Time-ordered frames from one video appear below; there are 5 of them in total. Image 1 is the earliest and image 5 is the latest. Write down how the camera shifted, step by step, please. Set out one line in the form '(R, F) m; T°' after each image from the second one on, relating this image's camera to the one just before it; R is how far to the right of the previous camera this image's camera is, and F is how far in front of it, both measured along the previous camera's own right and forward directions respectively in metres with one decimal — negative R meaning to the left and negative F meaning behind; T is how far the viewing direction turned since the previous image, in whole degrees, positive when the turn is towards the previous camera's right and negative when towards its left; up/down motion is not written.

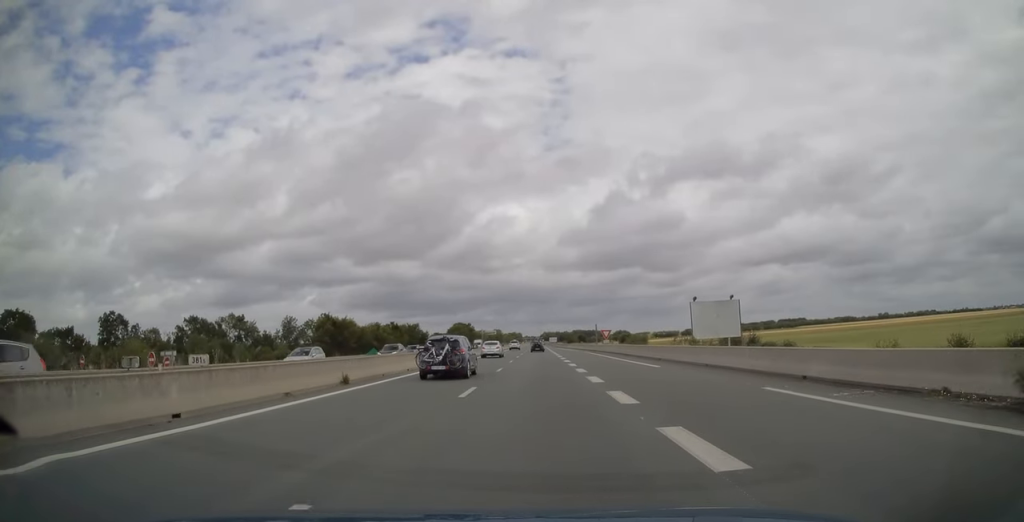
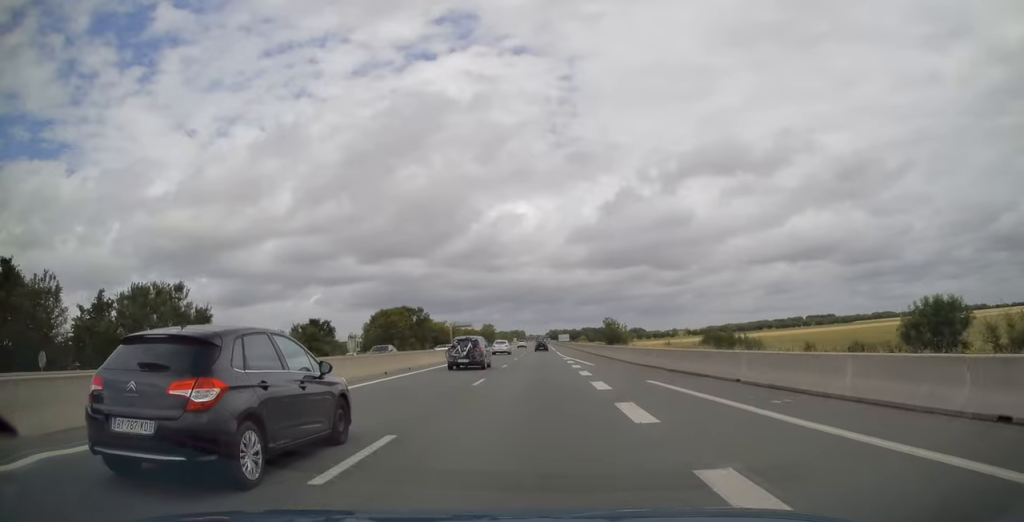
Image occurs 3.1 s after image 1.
(-0.5, +100.0) m; 0°
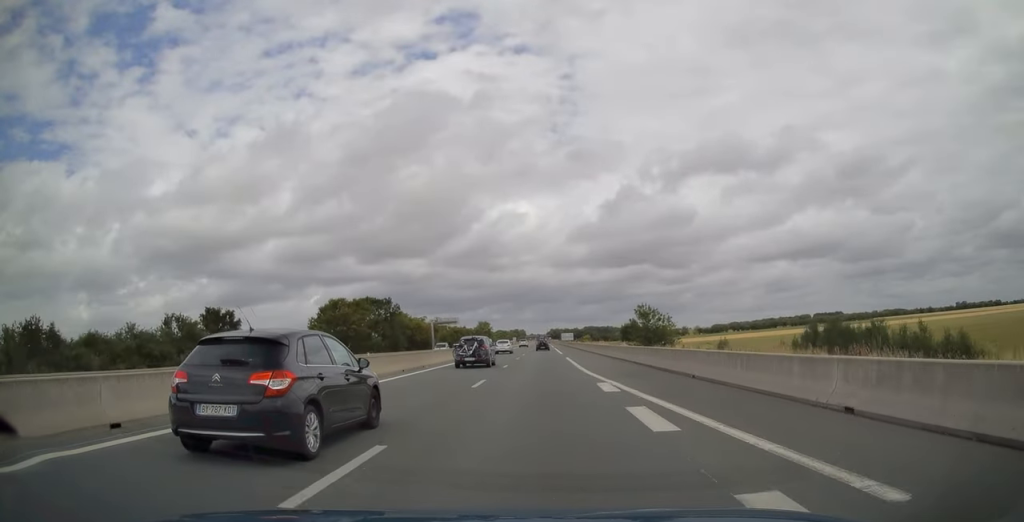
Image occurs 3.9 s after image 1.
(+0.1, +26.9) m; 0°
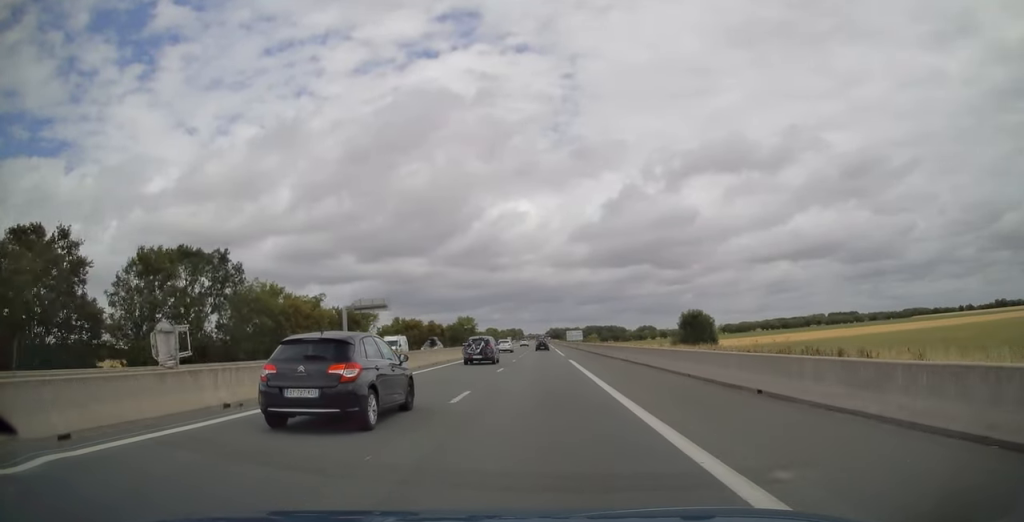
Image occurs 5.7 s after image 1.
(0.0, +56.4) m; 0°
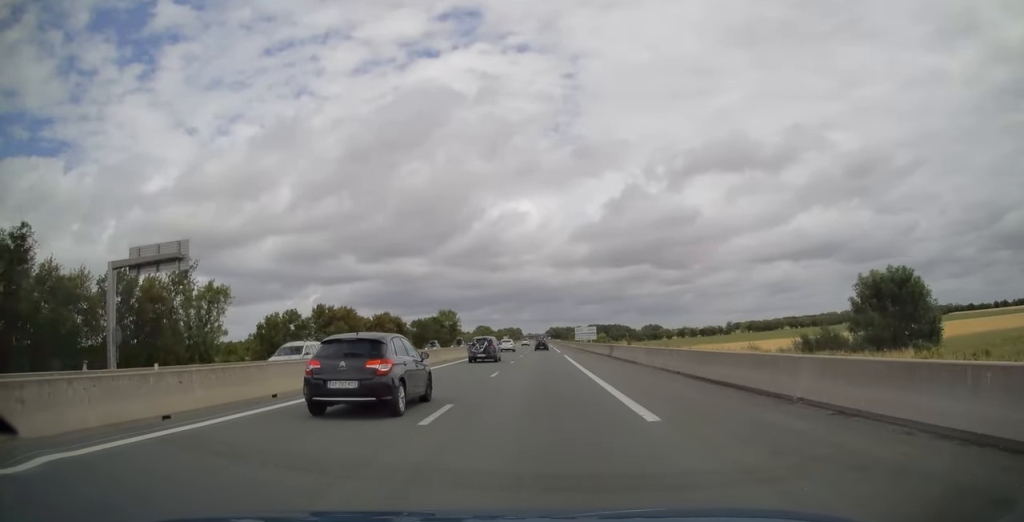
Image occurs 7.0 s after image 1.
(-0.1, +42.5) m; 0°
